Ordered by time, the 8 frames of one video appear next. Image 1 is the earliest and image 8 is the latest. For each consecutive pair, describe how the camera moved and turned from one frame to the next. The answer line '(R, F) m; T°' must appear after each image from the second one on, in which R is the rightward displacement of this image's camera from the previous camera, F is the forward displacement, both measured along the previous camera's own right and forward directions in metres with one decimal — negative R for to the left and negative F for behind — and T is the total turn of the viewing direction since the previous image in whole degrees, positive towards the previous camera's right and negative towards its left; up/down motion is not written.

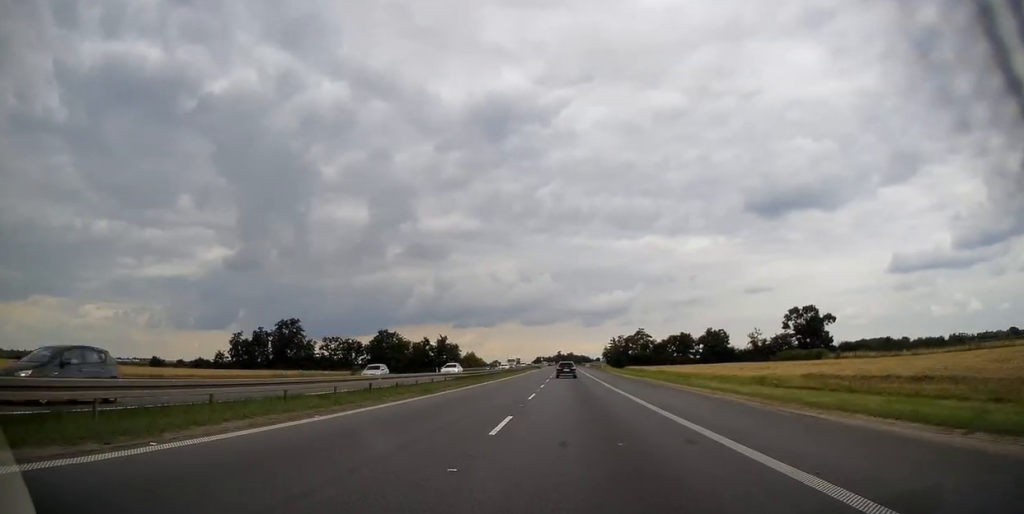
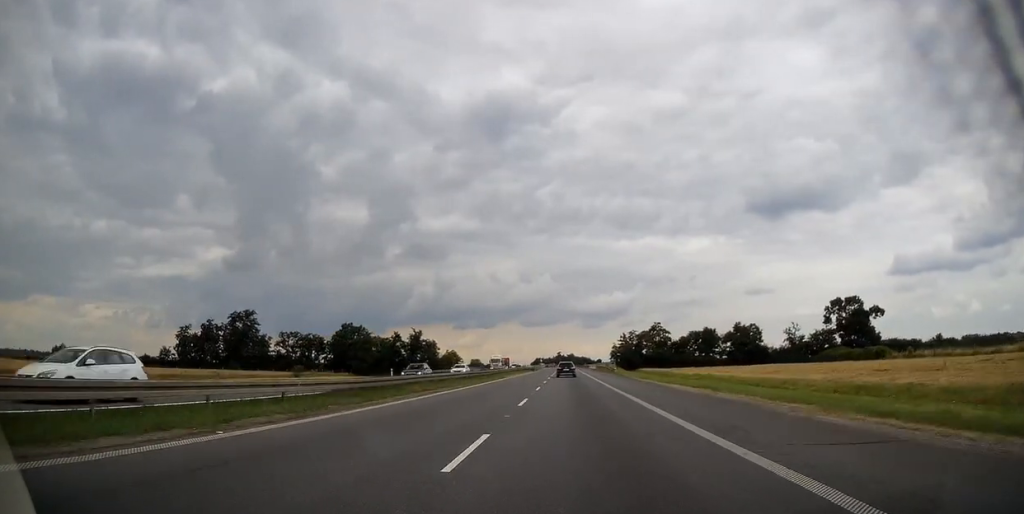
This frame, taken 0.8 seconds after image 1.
(+0.2, +28.1) m; 0°
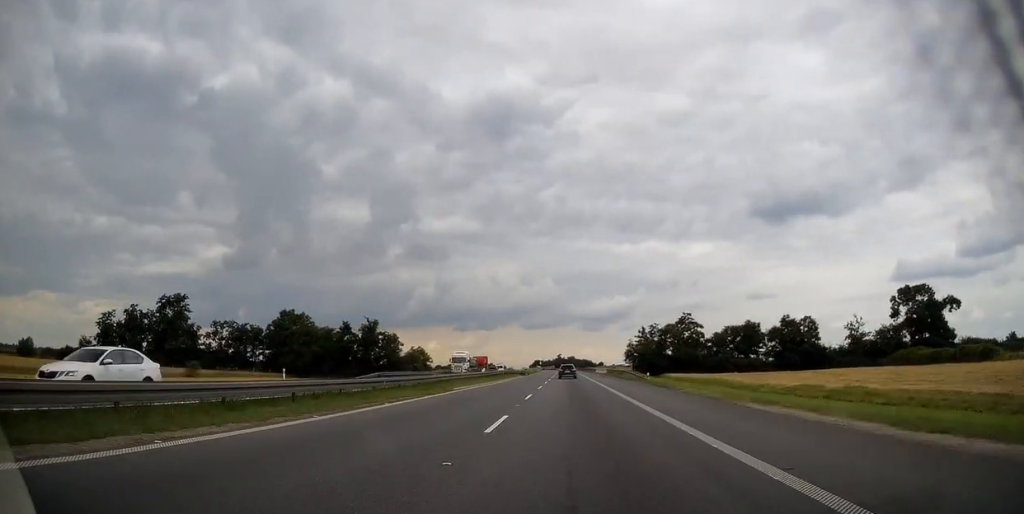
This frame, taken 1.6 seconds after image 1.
(-0.1, +31.5) m; 0°
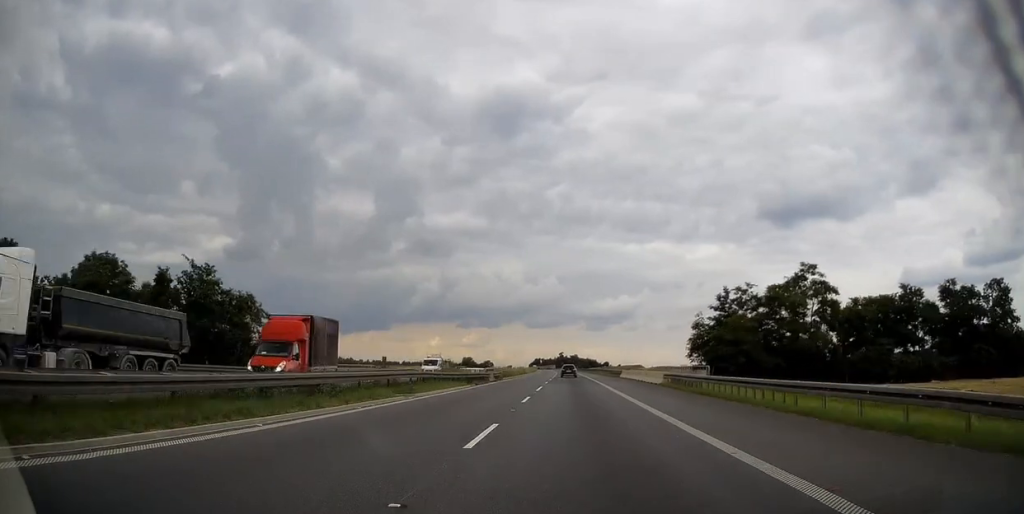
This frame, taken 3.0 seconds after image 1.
(-0.2, +49.2) m; 0°
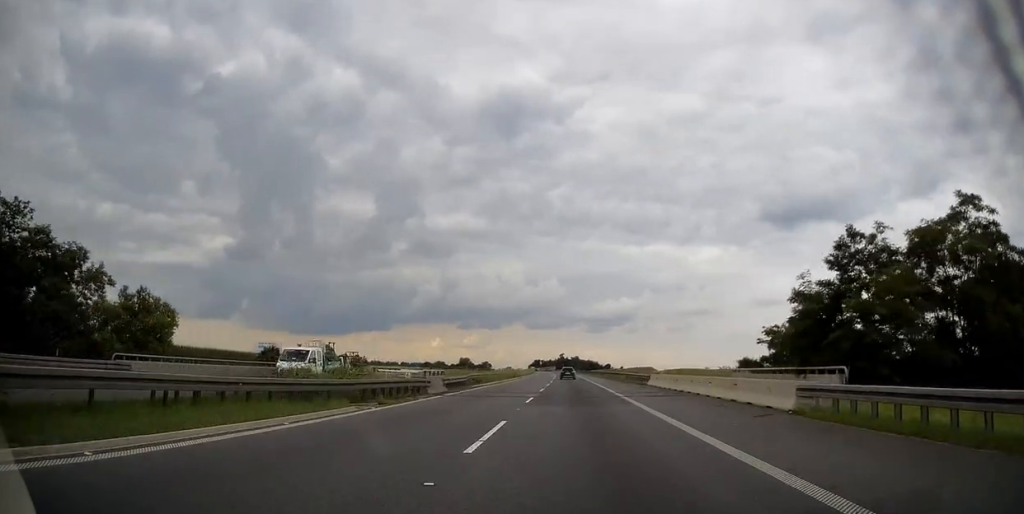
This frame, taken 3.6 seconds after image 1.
(0.0, +22.6) m; 0°
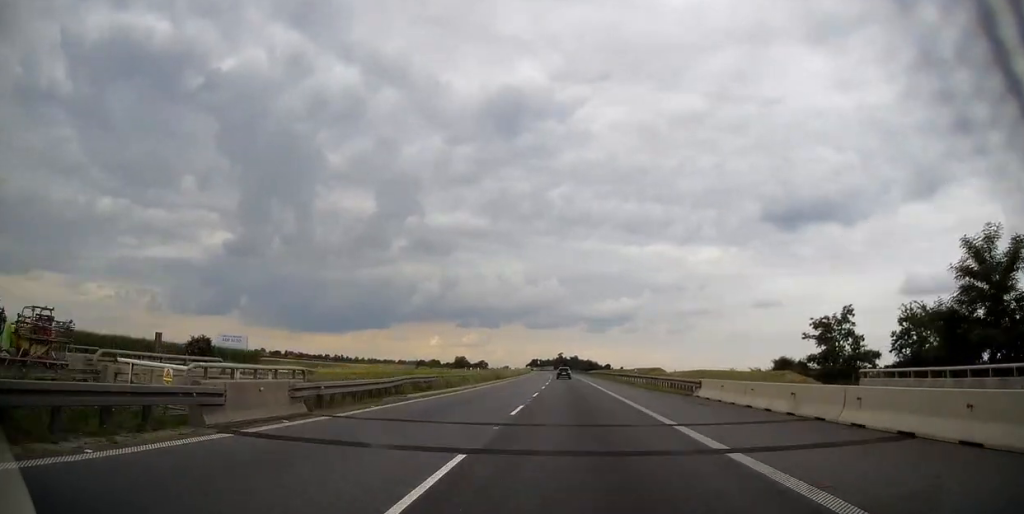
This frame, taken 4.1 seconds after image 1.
(0.0, +17.8) m; 0°
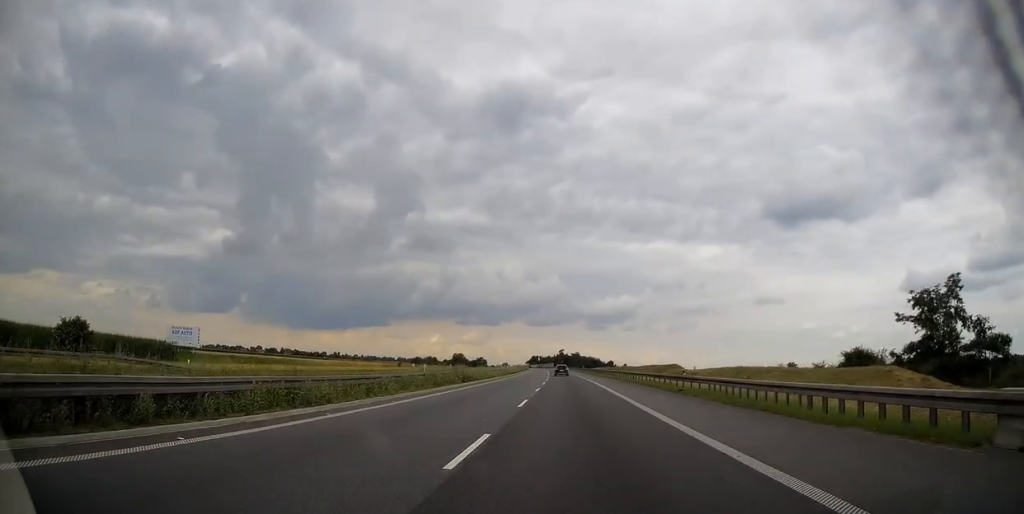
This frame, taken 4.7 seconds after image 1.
(+0.1, +21.4) m; 0°
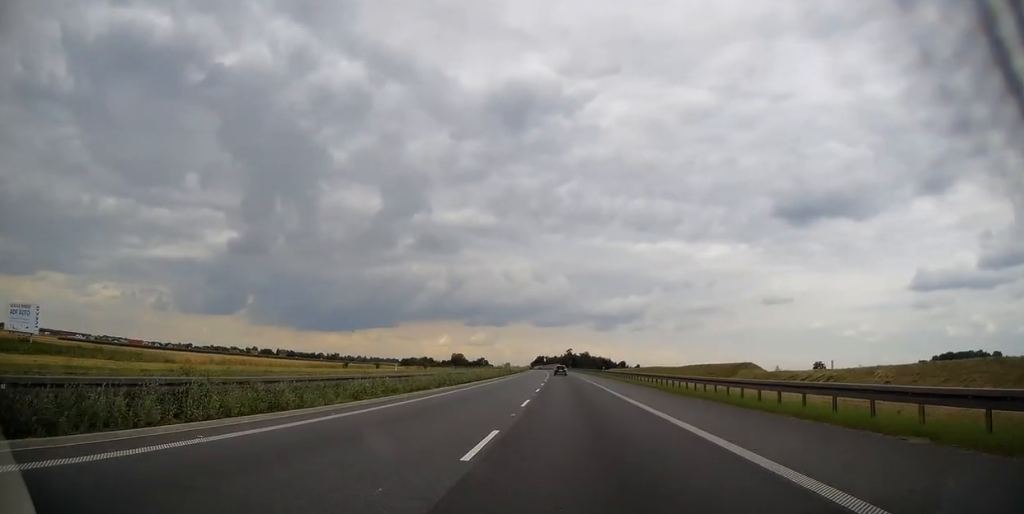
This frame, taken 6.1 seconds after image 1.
(-0.3, +47.4) m; -1°
